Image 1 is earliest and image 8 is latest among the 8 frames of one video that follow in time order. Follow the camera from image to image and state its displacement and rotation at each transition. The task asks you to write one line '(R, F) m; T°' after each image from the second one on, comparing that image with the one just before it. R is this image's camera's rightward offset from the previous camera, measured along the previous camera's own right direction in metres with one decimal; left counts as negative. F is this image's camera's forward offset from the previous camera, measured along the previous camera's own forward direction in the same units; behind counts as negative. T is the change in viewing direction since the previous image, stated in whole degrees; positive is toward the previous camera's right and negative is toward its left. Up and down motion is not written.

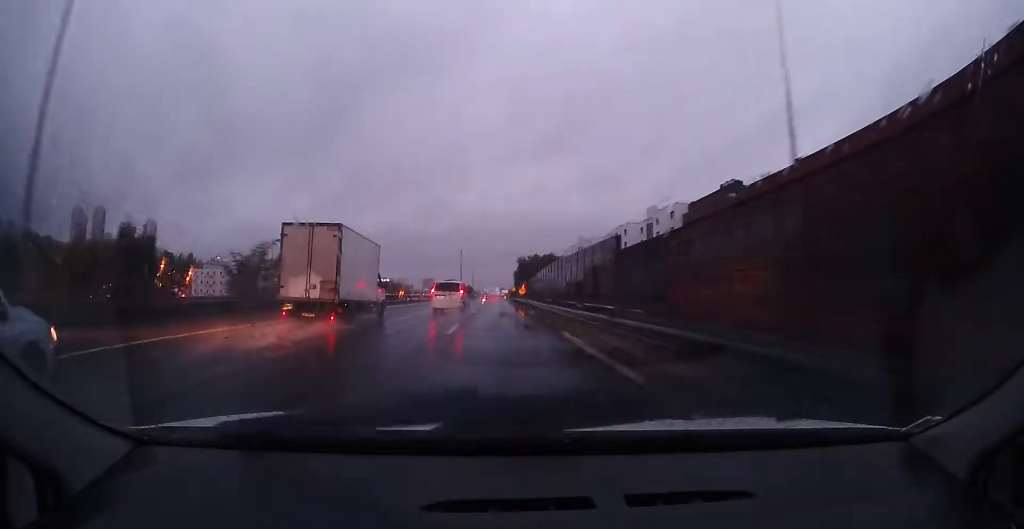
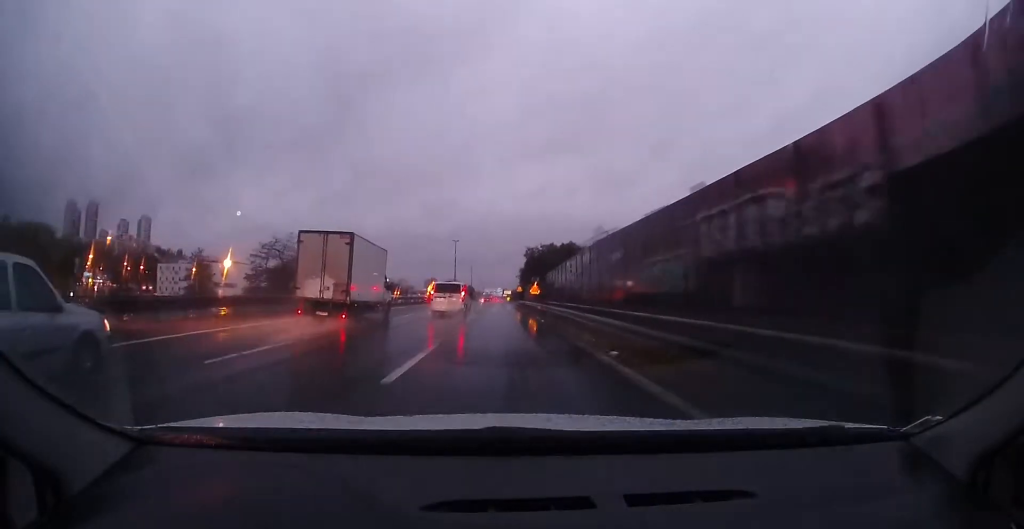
(0.0, +18.5) m; -1°
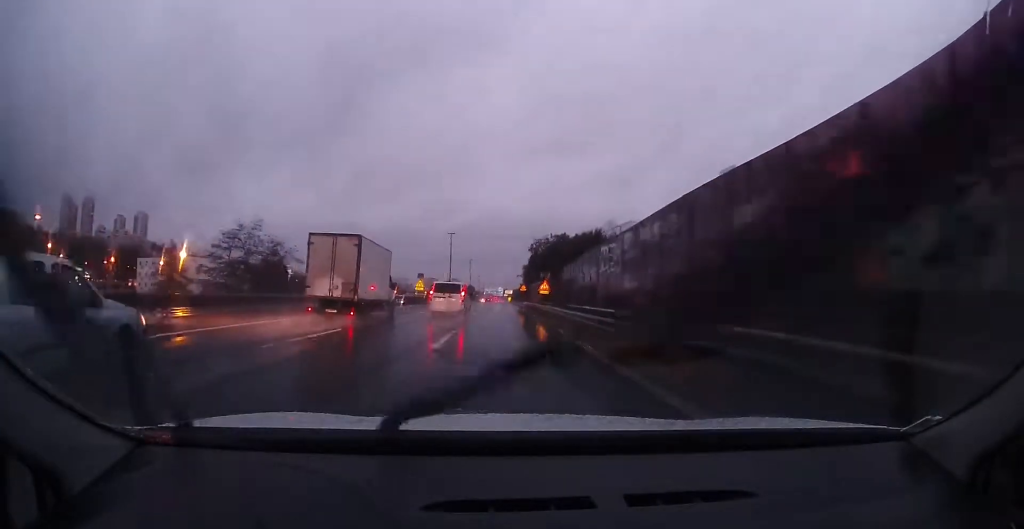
(-0.2, +9.5) m; 0°
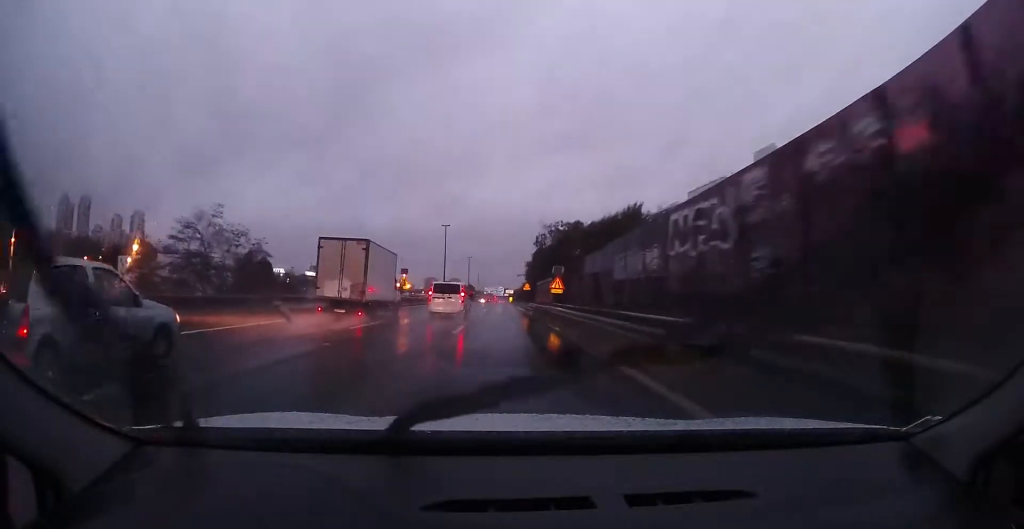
(-0.1, +8.2) m; 0°
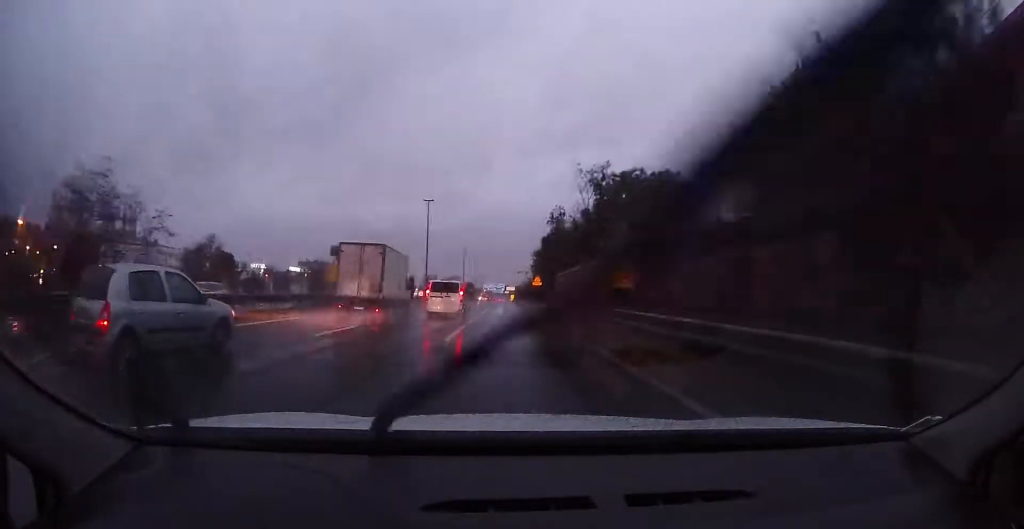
(+0.1, +16.2) m; 0°
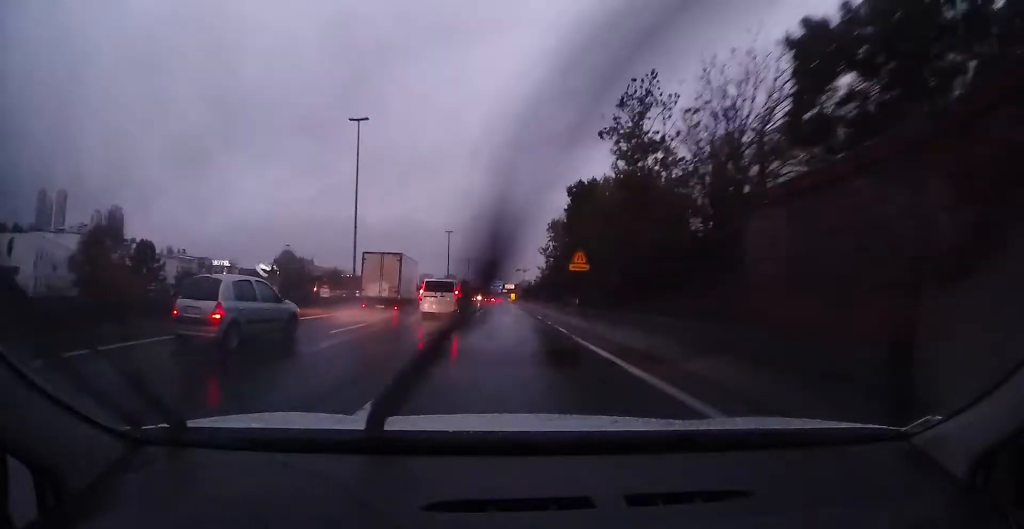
(-0.1, +23.9) m; +1°
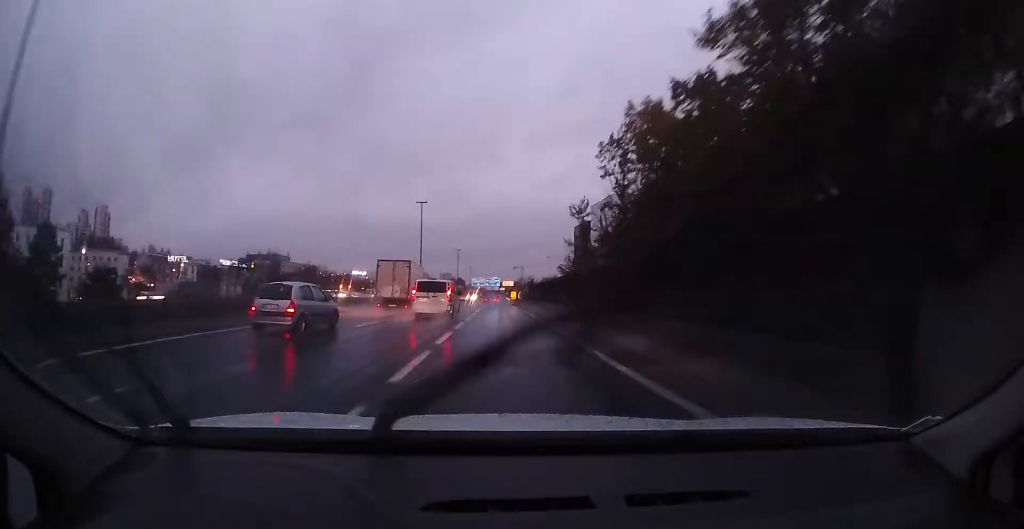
(+0.4, +22.8) m; +1°
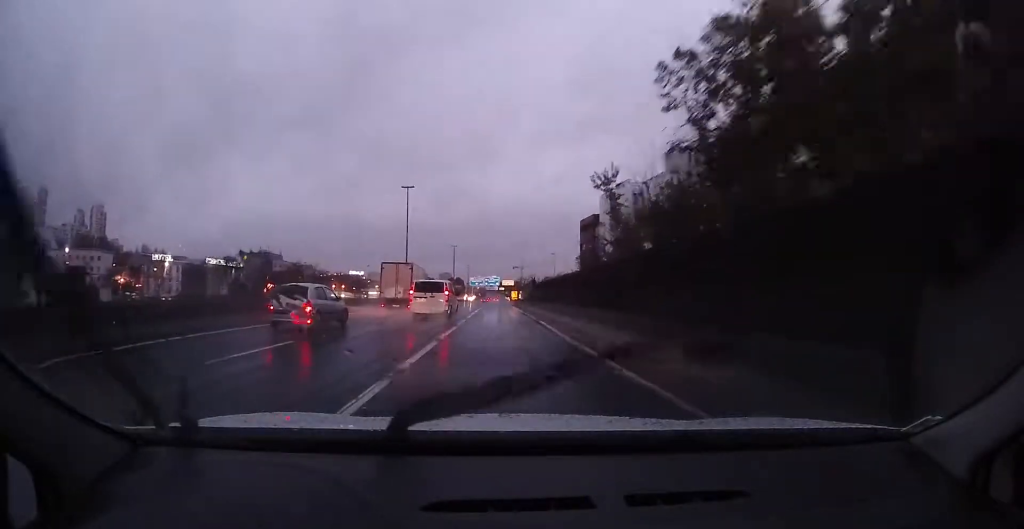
(-0.1, +7.4) m; 0°
